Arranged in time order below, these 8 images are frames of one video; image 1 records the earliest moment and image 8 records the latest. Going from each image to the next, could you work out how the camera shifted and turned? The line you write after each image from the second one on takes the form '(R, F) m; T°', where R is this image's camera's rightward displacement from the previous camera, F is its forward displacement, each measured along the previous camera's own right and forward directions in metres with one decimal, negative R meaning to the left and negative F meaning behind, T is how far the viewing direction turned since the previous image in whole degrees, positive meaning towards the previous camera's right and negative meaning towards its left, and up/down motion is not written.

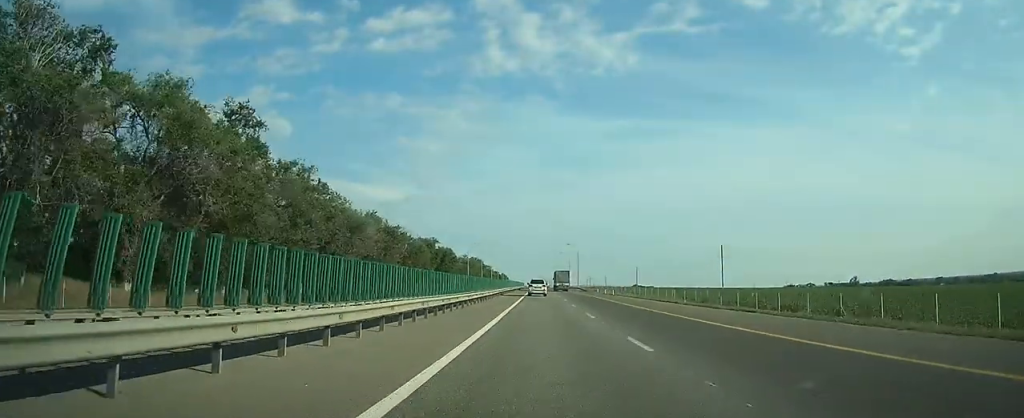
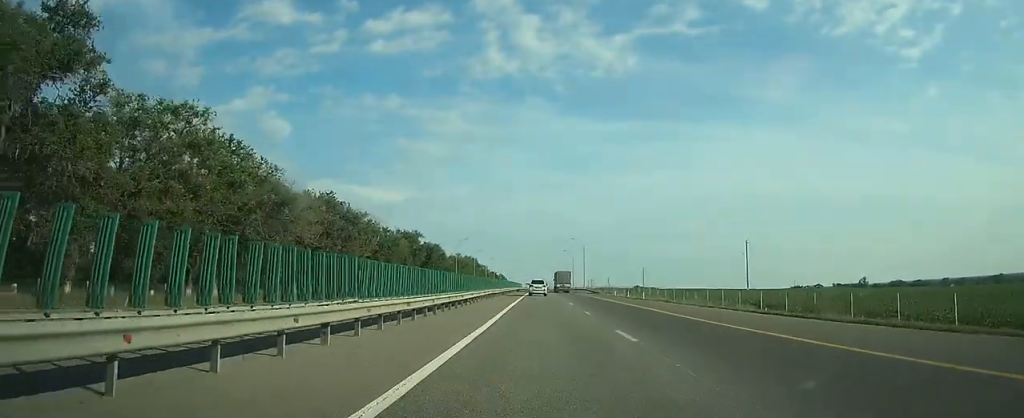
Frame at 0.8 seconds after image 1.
(-0.1, +22.0) m; 0°
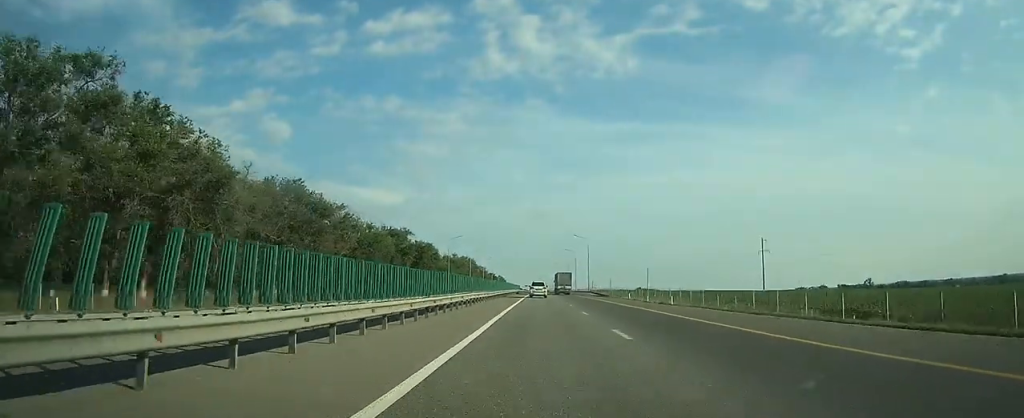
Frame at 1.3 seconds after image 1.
(0.0, +11.5) m; 0°
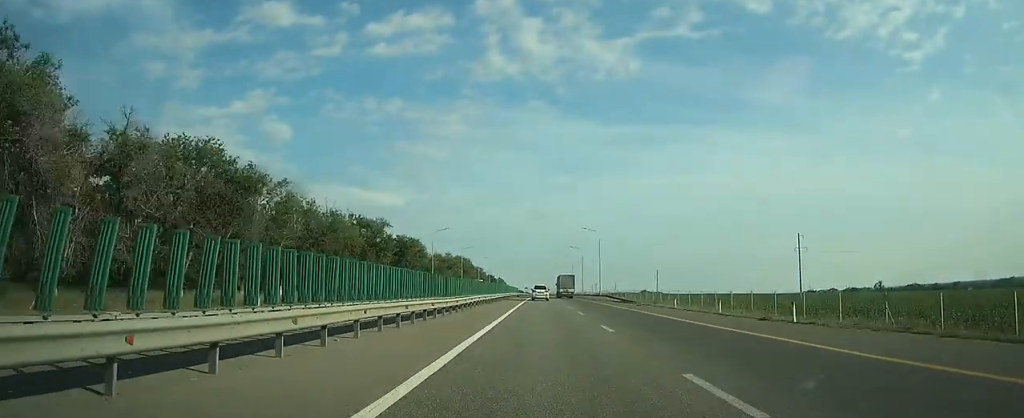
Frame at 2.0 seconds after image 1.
(0.0, +20.5) m; 0°
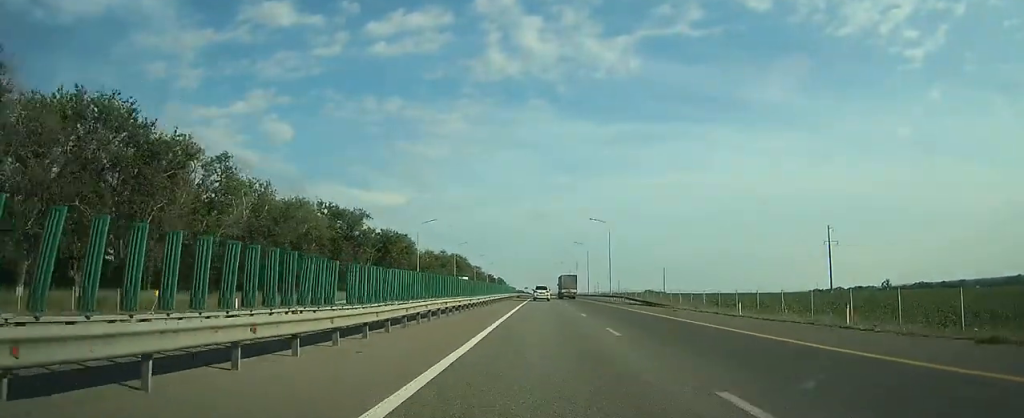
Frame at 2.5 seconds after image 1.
(0.0, +13.5) m; 0°
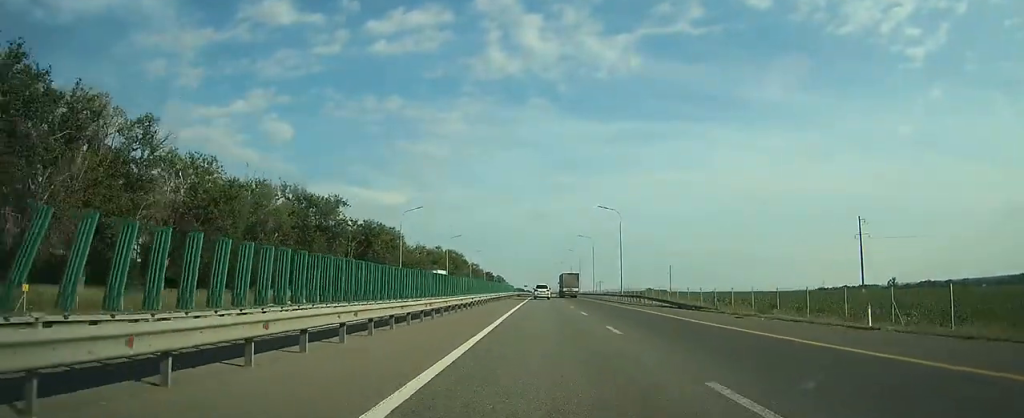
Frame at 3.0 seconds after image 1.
(0.0, +11.7) m; 0°
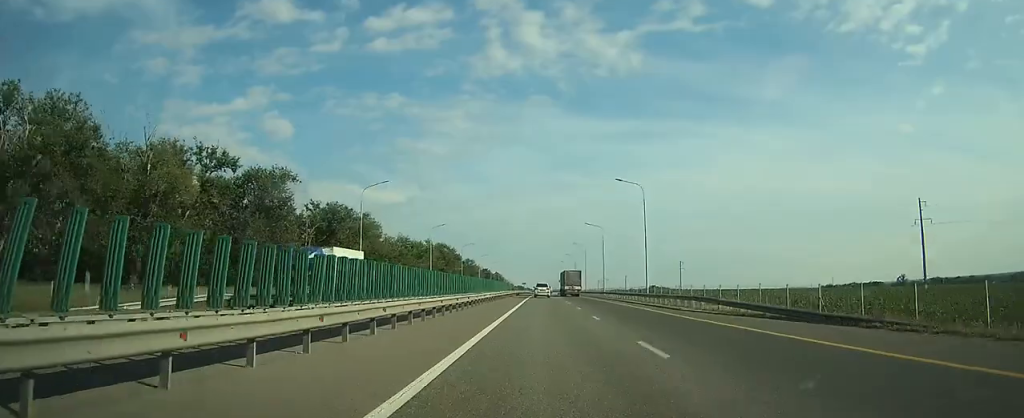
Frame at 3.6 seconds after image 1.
(0.0, +18.3) m; 0°
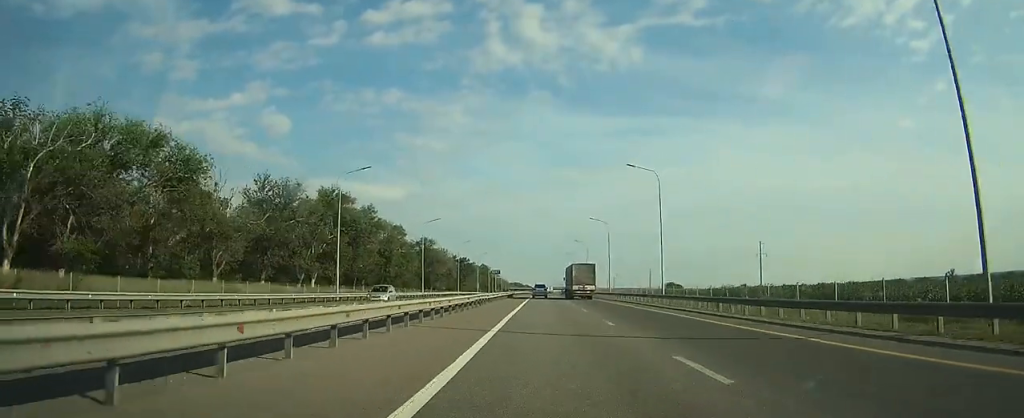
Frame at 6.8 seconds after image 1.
(-0.5, +87.1) m; 0°
